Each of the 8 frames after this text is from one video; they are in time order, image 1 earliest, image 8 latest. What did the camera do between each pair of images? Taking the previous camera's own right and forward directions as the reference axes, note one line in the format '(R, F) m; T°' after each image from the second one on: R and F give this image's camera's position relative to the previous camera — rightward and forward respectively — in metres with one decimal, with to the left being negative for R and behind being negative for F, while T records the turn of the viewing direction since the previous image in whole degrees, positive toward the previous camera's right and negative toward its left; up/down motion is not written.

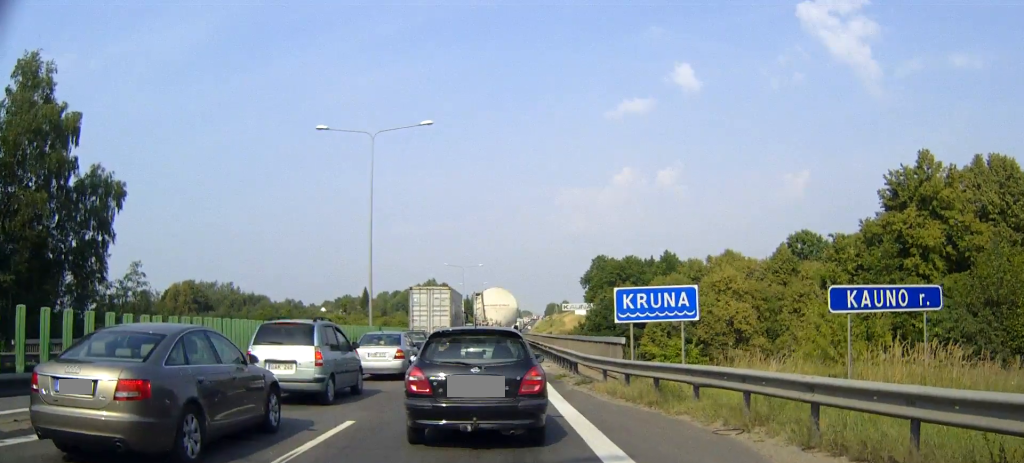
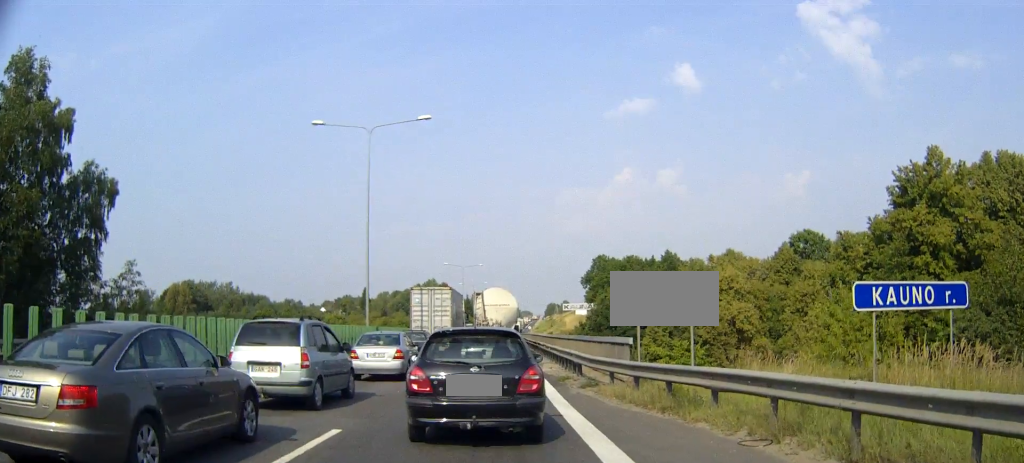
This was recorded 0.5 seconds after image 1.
(0.0, +1.0) m; -1°
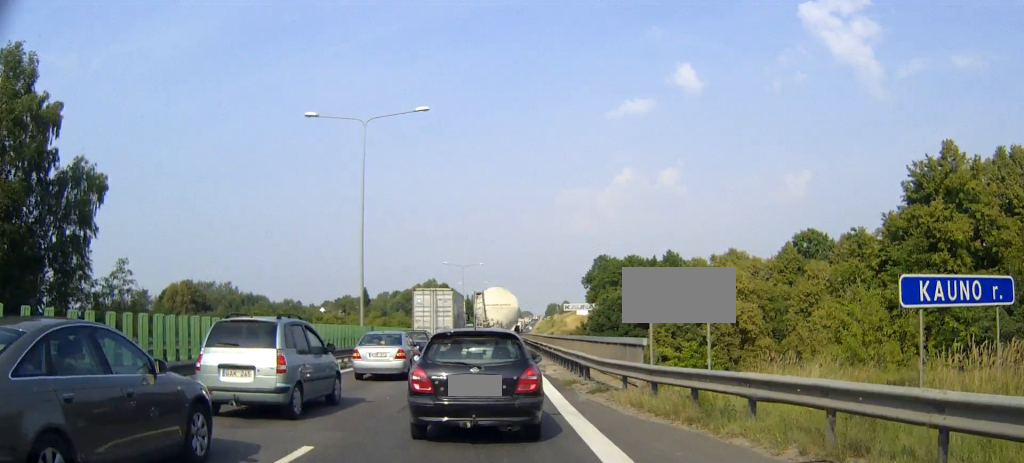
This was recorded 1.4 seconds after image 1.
(-0.1, +1.7) m; 0°
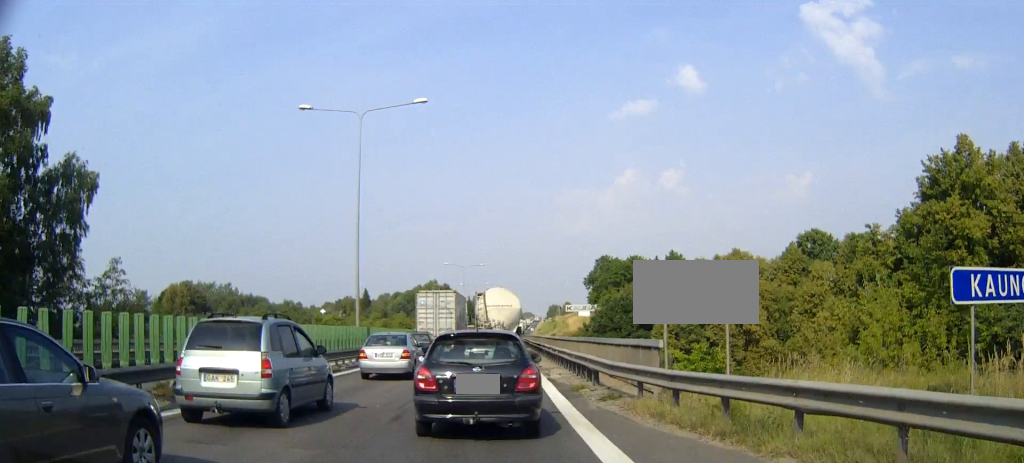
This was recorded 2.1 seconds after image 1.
(0.0, +1.6) m; +2°
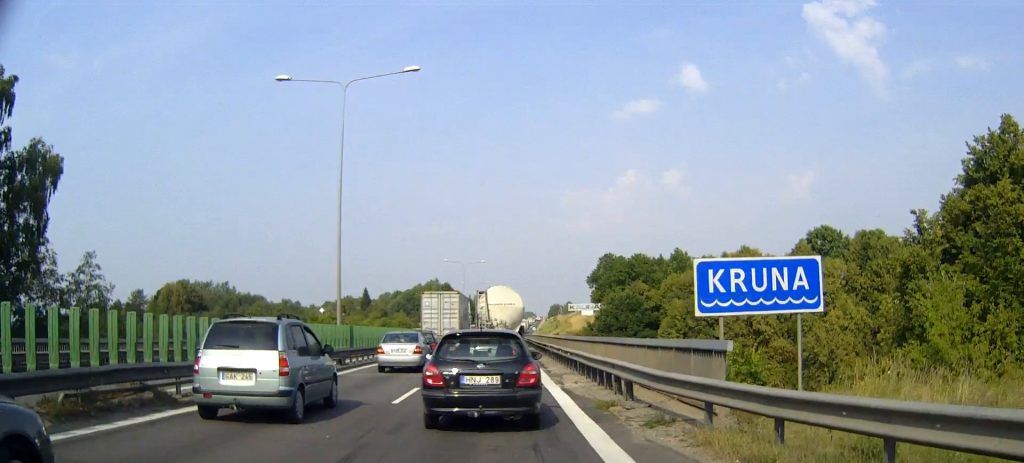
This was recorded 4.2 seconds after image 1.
(+0.1, +4.7) m; -1°
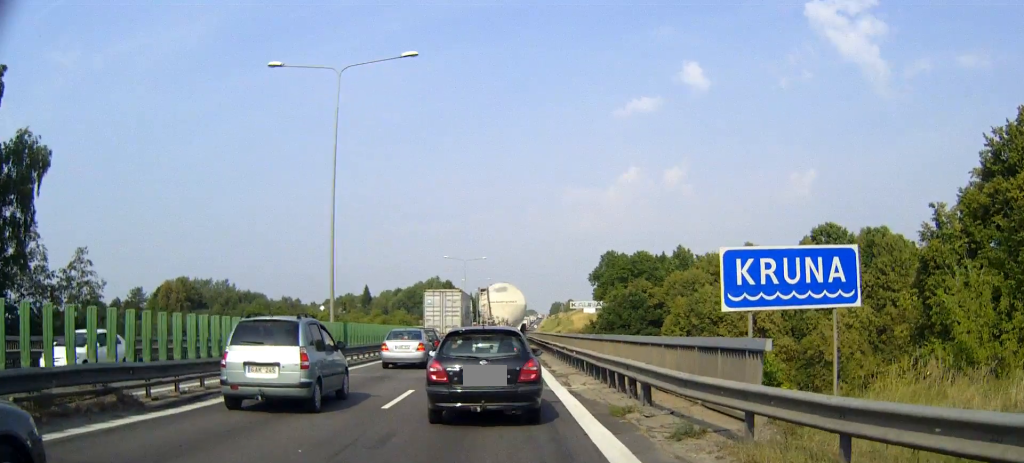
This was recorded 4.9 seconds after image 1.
(0.0, +1.5) m; -1°
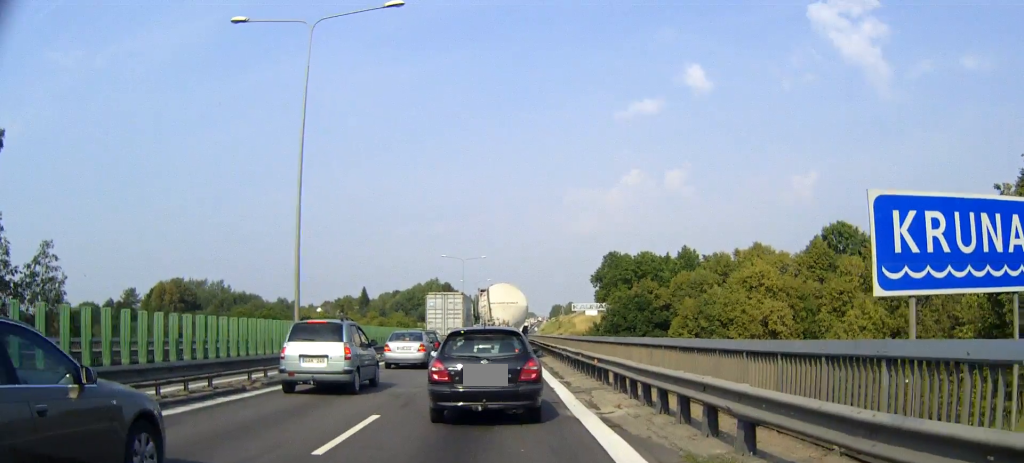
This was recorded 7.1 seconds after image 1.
(0.0, +5.1) m; 0°
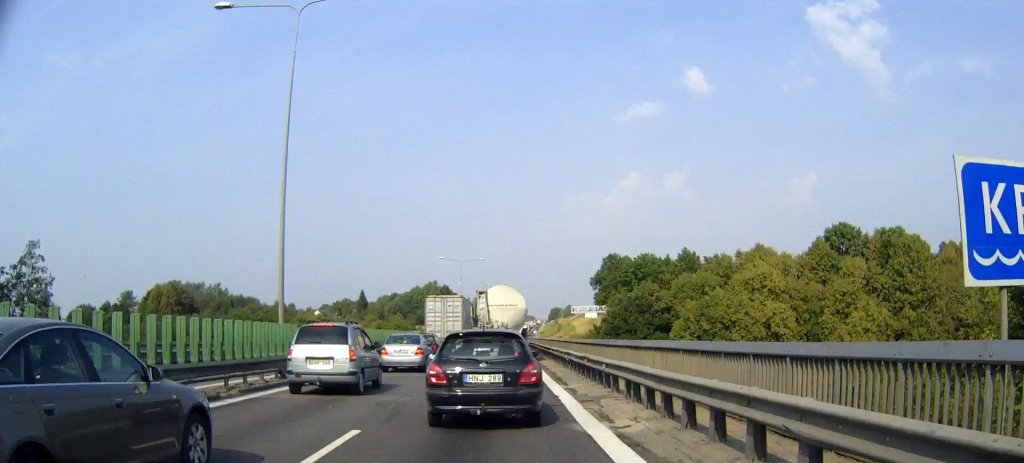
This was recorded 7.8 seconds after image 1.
(0.0, +1.7) m; 0°
